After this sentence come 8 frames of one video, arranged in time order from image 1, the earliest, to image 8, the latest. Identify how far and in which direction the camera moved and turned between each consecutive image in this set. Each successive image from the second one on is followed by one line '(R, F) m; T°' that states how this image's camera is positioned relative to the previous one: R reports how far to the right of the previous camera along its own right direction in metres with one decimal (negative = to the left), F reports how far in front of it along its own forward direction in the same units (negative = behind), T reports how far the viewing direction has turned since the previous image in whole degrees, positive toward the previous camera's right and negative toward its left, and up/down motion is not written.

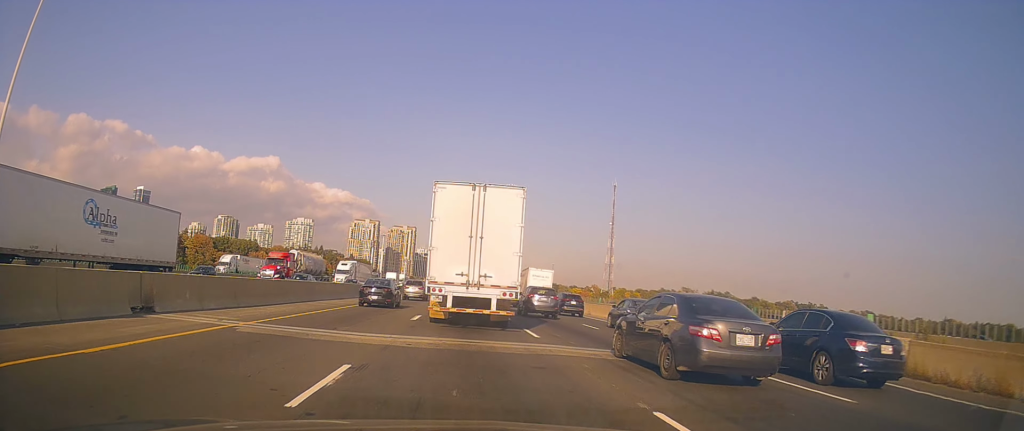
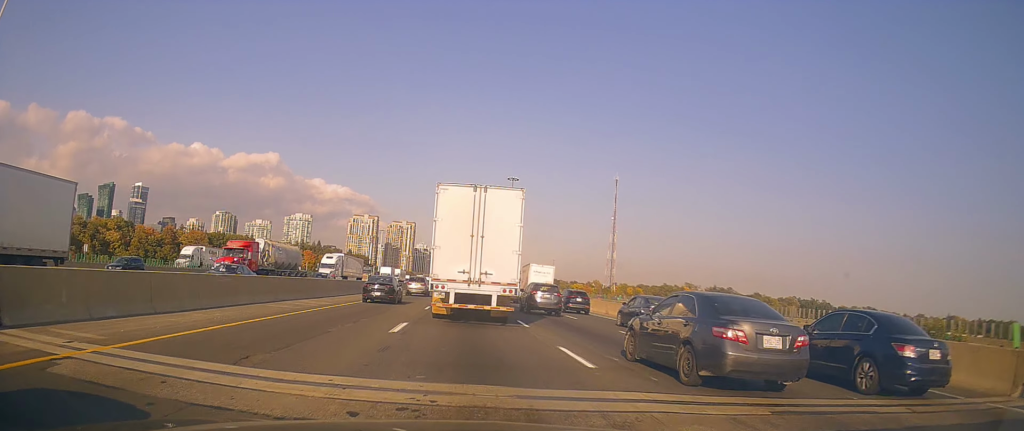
(-0.2, +6.3) m; -1°
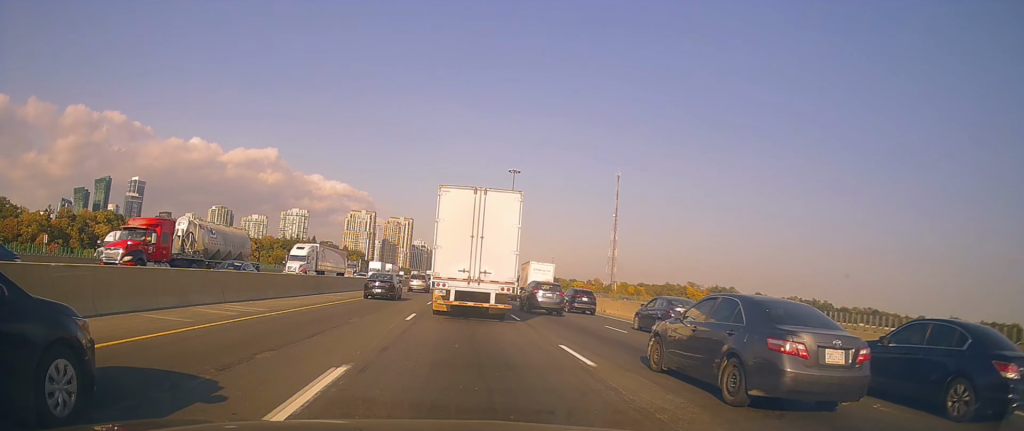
(0.0, +8.8) m; +2°
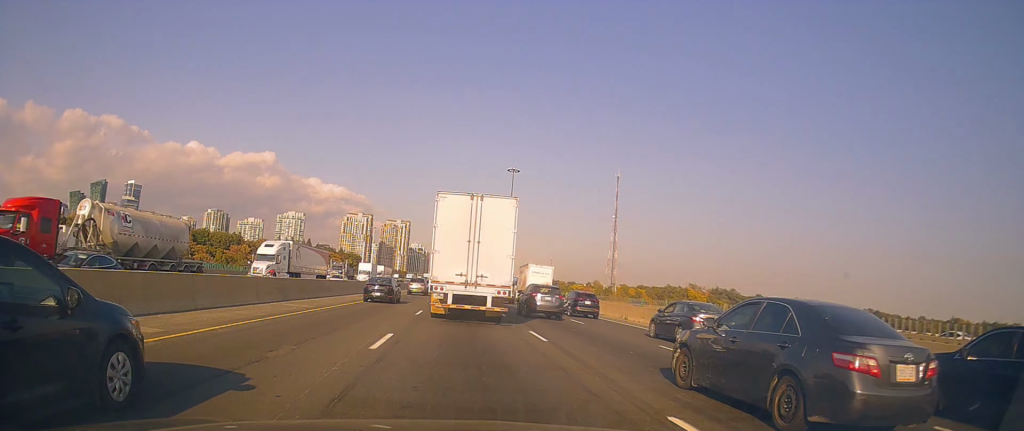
(0.0, +6.5) m; +3°
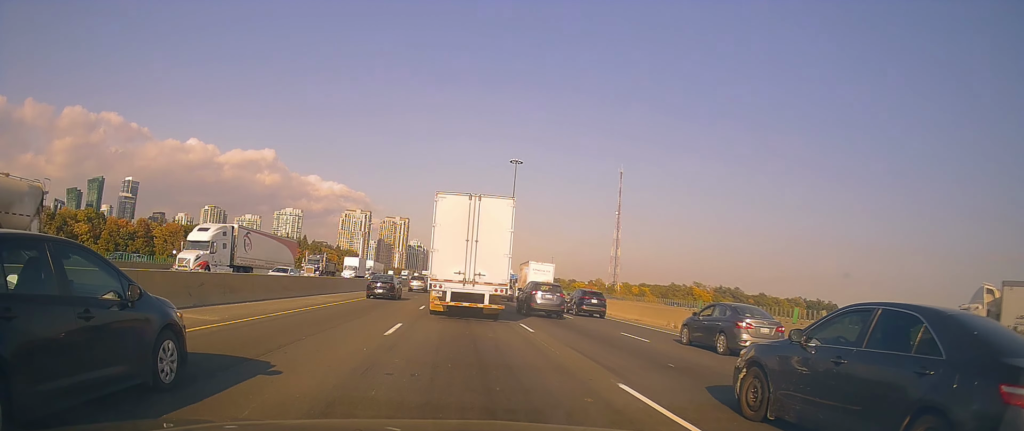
(+0.4, +9.5) m; 0°
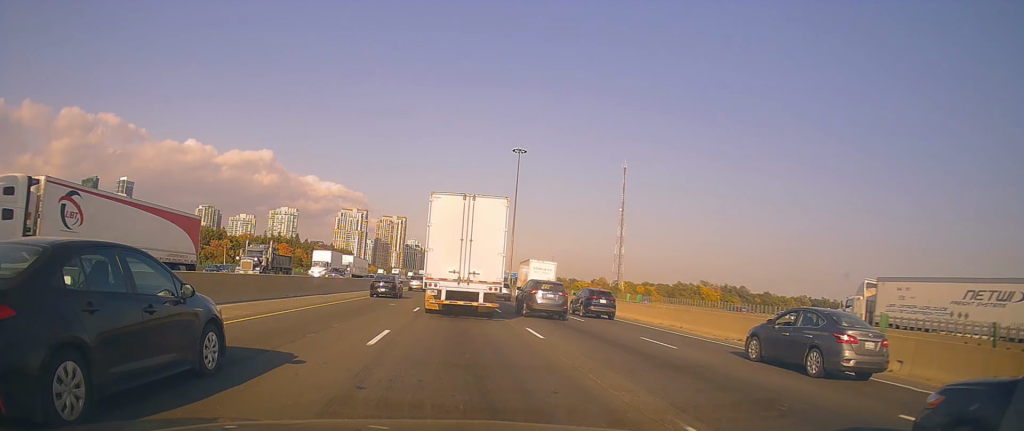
(-0.5, +14.4) m; -4°
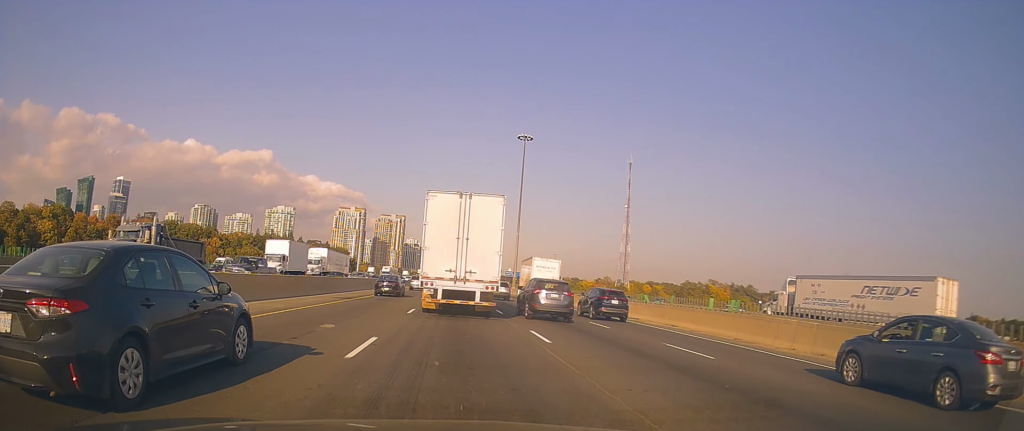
(-0.1, +13.9) m; +2°
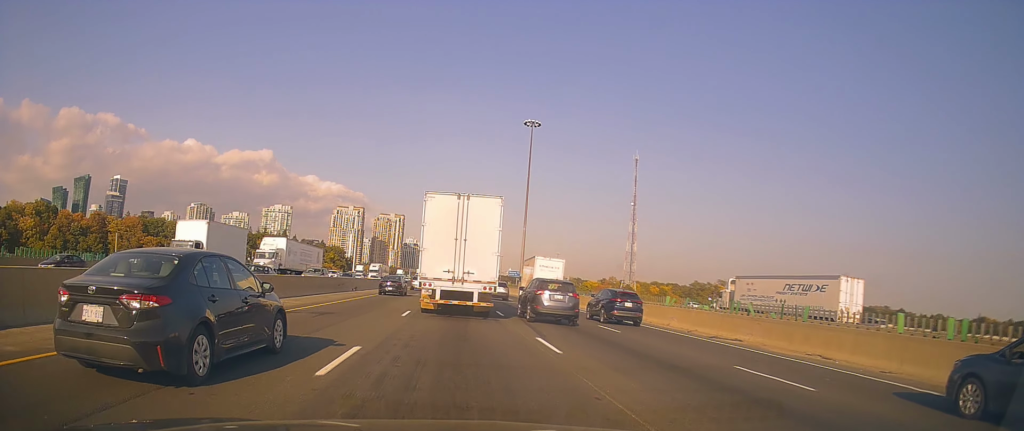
(+0.4, +13.6) m; +1°
